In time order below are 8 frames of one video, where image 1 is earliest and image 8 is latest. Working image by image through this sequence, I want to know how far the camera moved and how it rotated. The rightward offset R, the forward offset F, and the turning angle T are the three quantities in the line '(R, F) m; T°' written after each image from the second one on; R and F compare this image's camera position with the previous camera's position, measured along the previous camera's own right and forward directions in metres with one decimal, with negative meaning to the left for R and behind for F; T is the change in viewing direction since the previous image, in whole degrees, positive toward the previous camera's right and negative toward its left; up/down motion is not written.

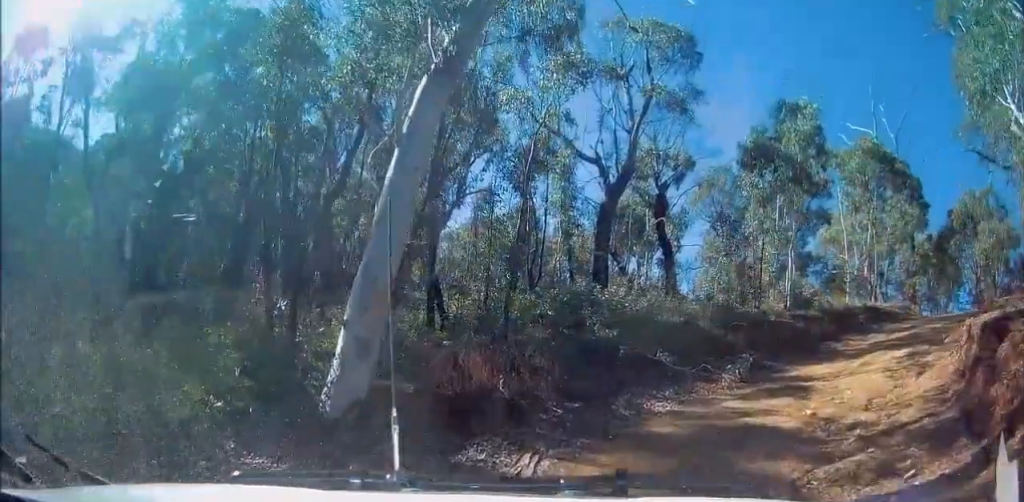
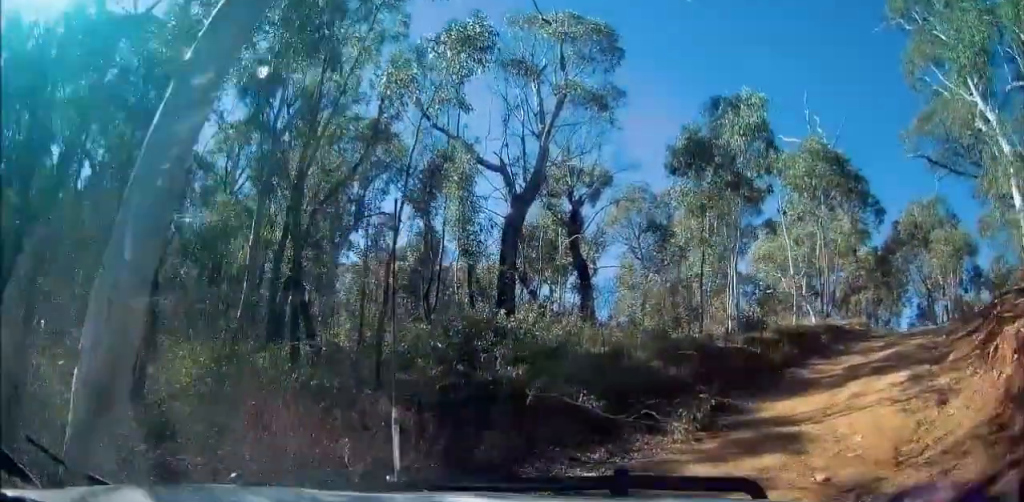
(0.0, +2.4) m; +6°
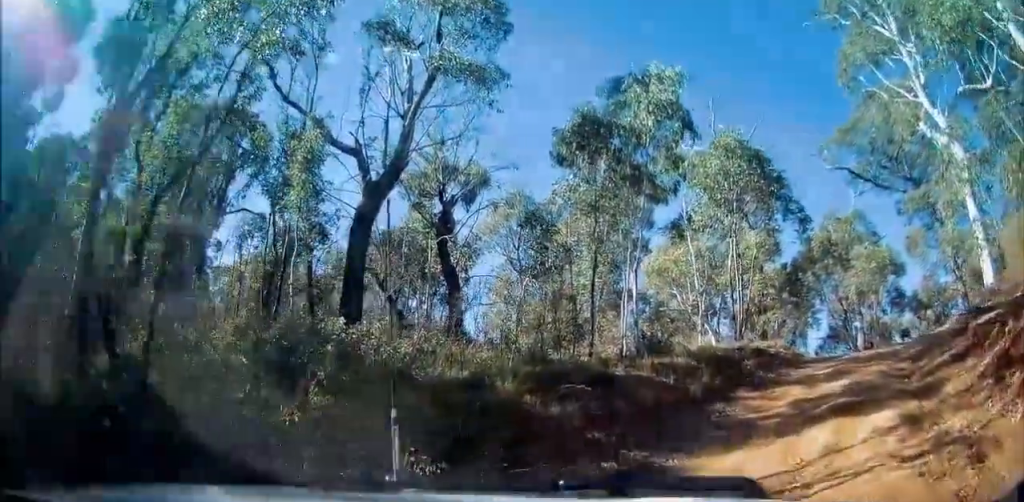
(+0.2, +2.4) m; +11°
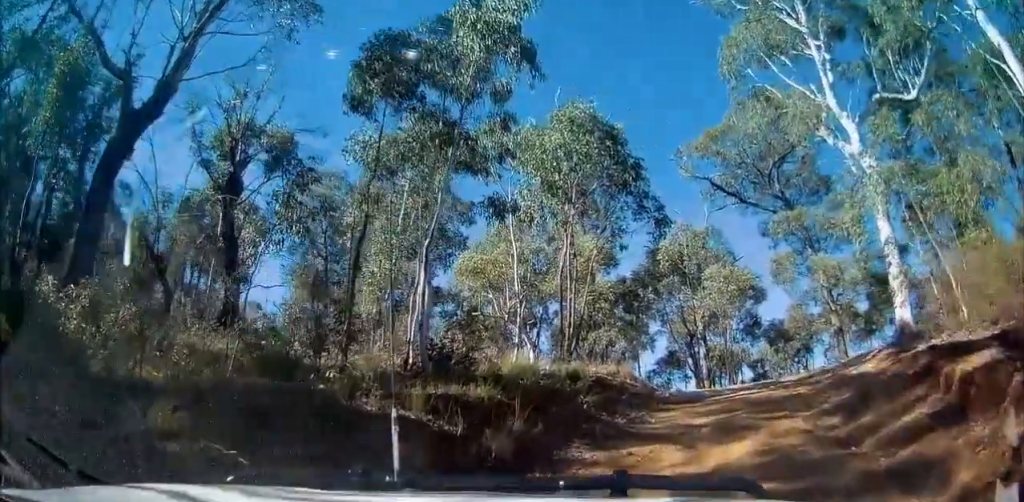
(+0.4, +2.9) m; +13°
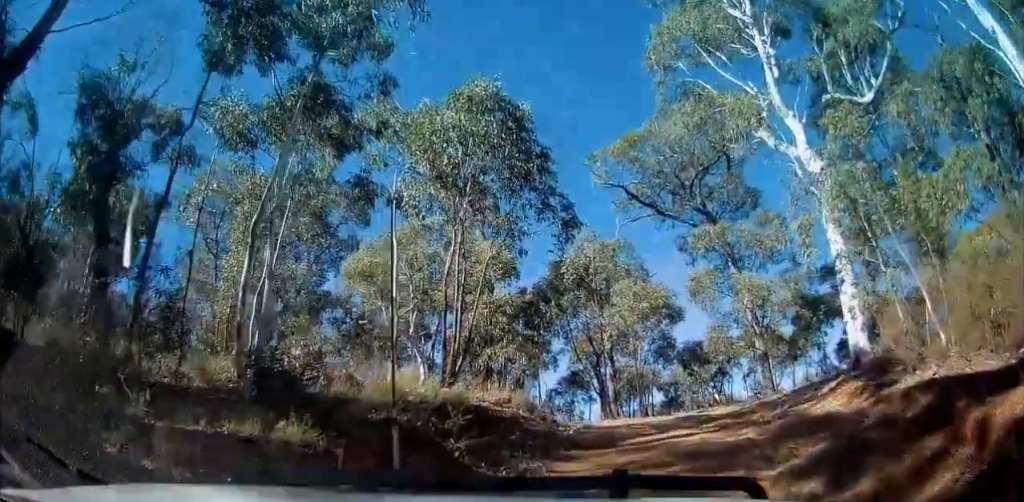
(+0.1, +1.7) m; +9°
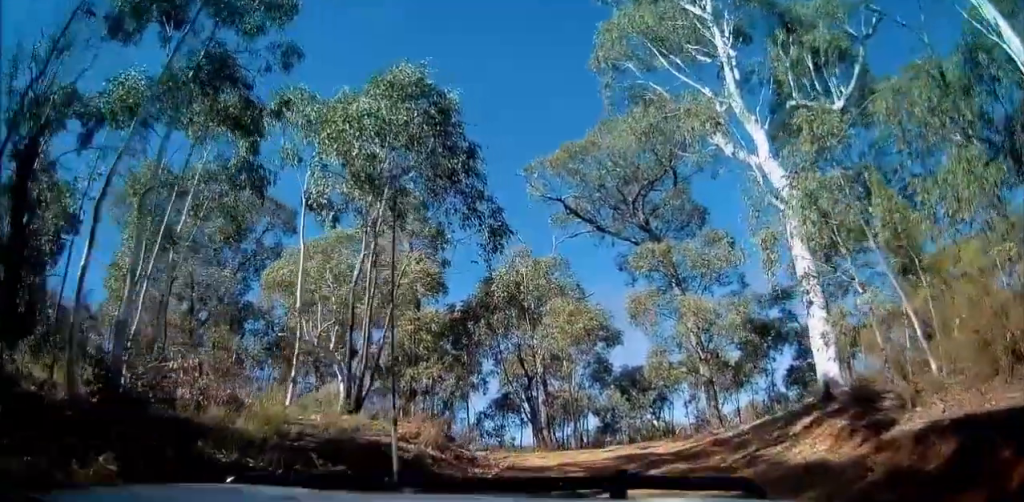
(-0.1, +1.2) m; +7°
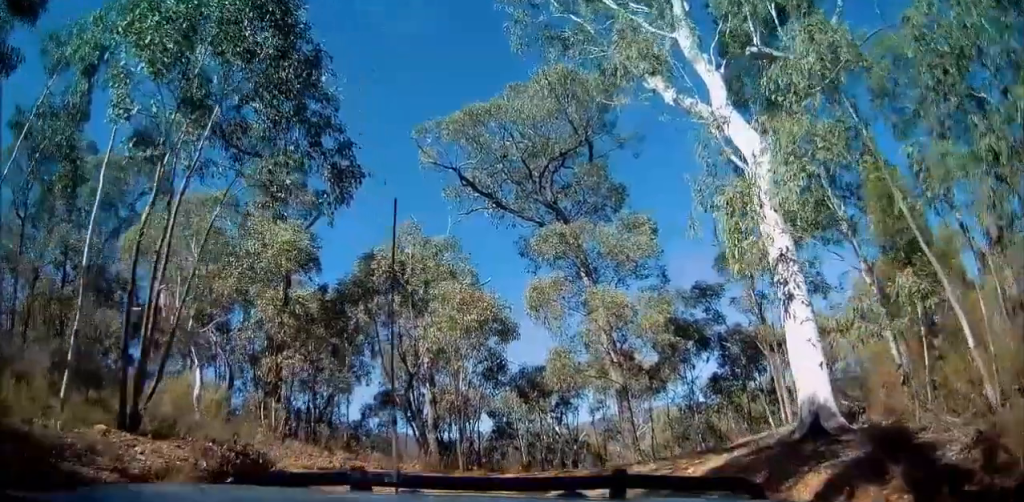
(+0.5, +2.5) m; +11°
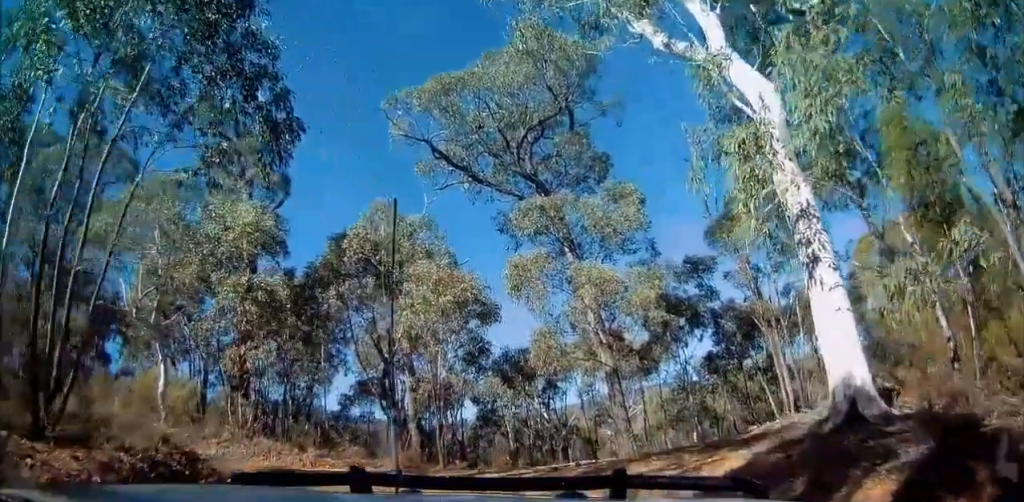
(0.0, +1.1) m; -3°
